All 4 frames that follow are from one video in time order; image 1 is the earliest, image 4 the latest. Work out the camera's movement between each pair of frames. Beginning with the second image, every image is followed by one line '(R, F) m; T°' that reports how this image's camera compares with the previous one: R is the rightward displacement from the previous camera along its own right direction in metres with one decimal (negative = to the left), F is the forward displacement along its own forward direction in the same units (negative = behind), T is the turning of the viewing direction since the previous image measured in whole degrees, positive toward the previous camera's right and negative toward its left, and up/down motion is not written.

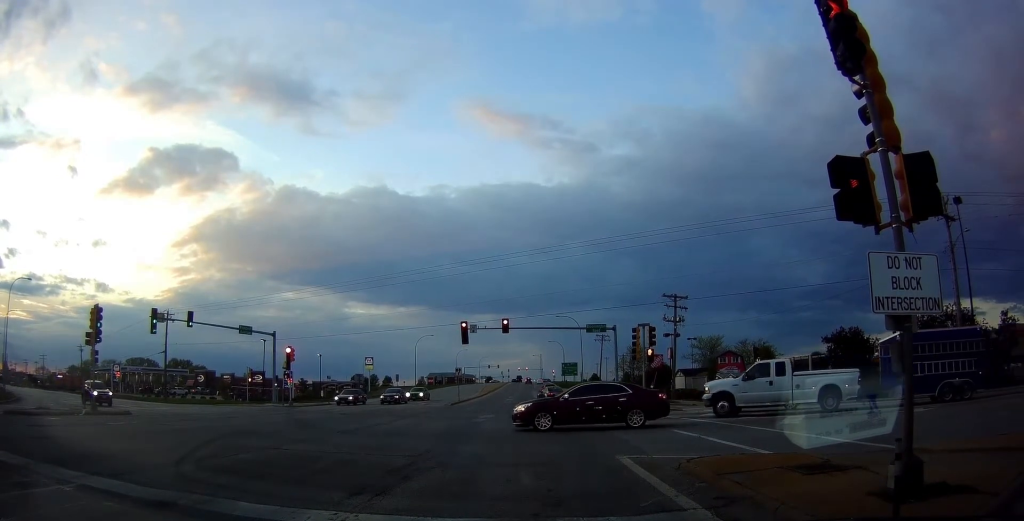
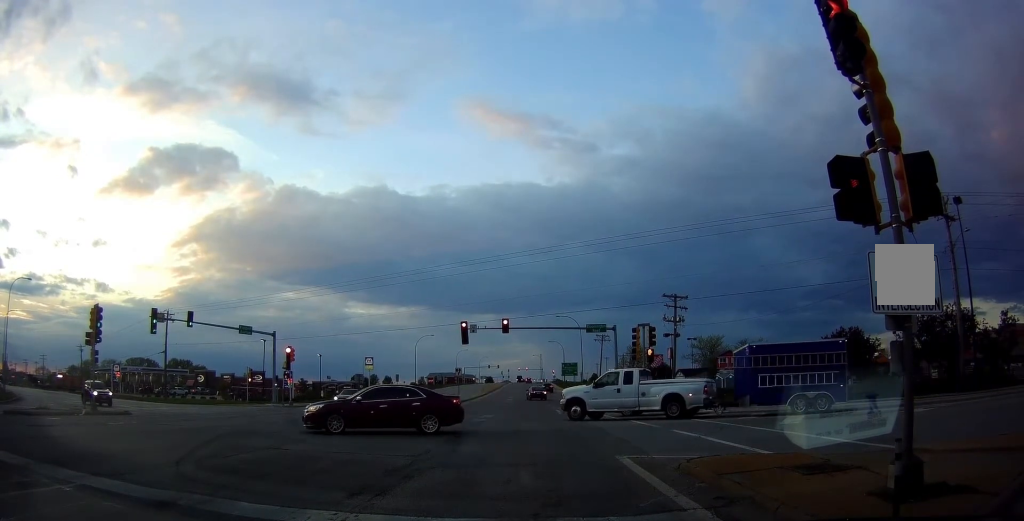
(0.0, 0.0) m; 0°
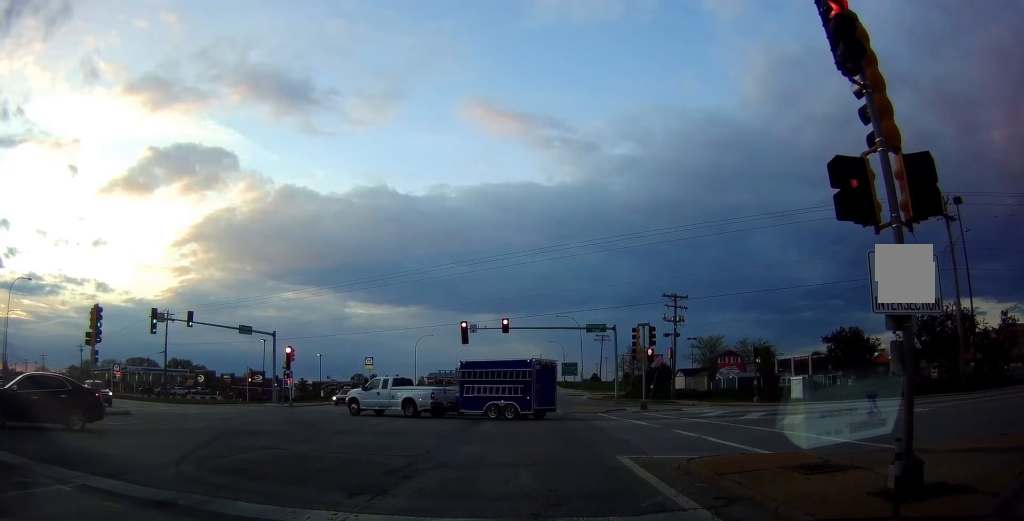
(0.0, 0.0) m; 0°
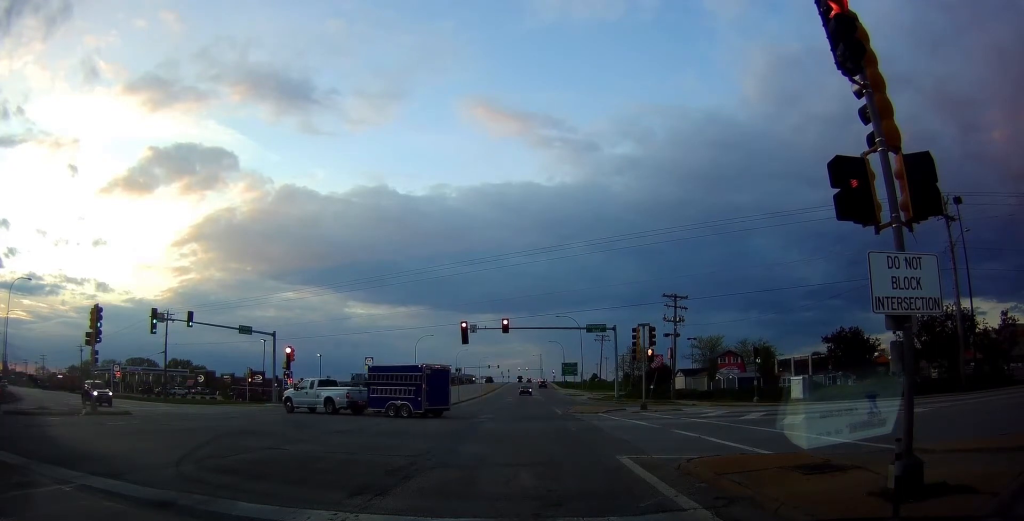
(0.0, 0.0) m; 0°
